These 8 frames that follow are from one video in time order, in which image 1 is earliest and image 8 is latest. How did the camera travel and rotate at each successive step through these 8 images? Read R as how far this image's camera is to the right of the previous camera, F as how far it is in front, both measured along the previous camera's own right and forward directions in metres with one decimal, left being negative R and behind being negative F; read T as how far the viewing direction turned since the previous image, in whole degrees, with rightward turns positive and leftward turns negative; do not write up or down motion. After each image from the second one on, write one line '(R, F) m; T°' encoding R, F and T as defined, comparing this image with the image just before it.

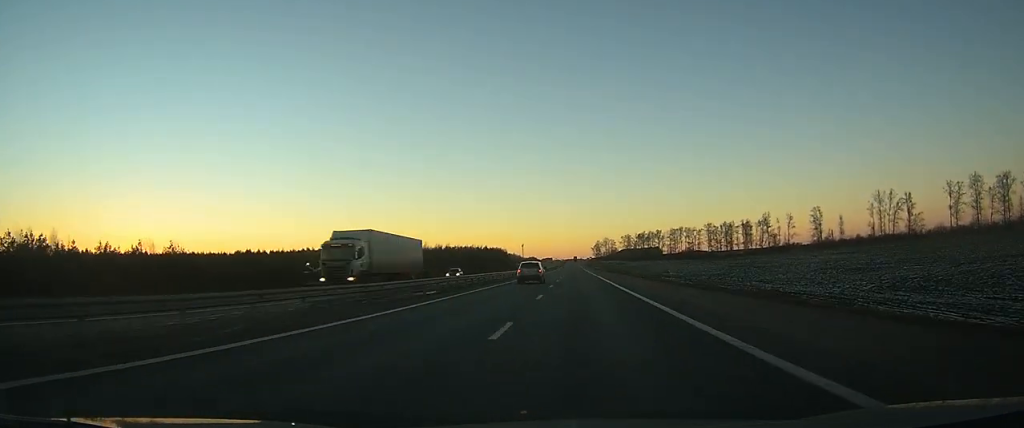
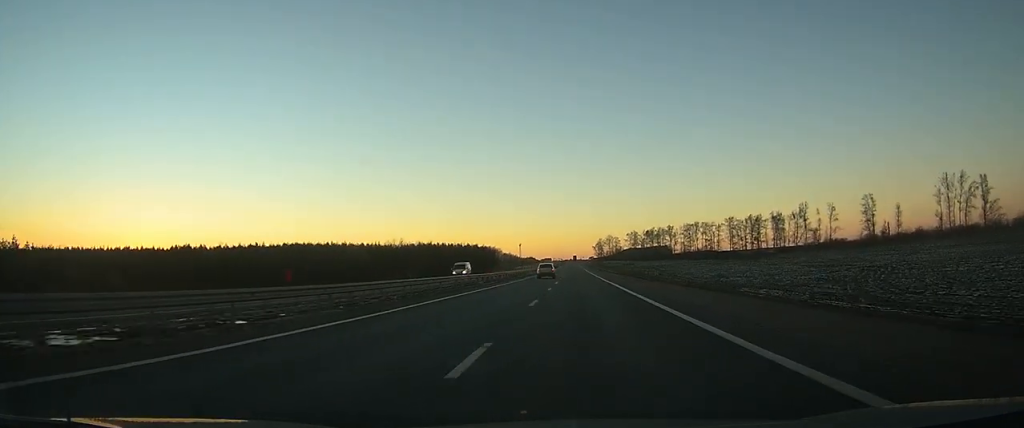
(+0.1, +44.3) m; 0°
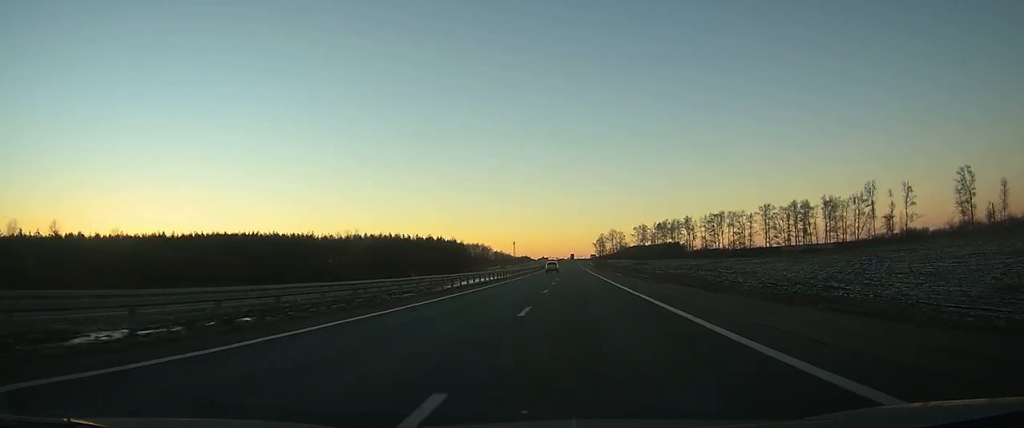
(-0.1, +53.0) m; 0°
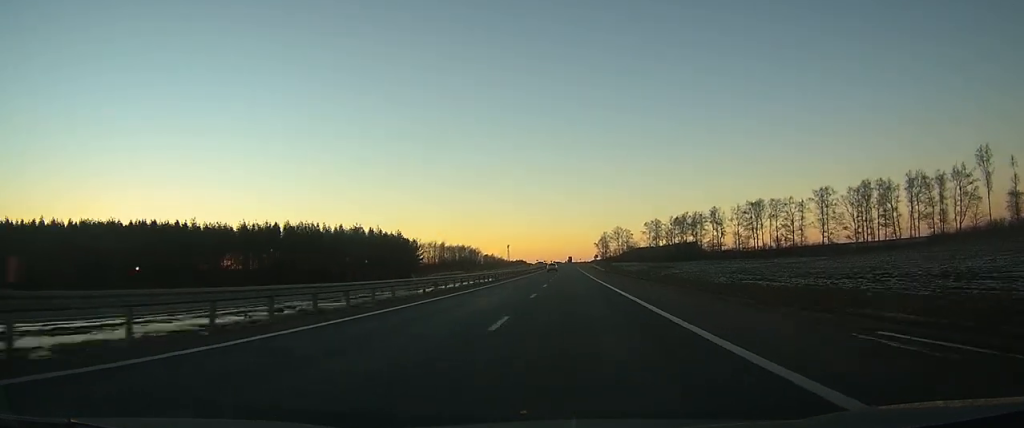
(-0.1, +55.4) m; 0°
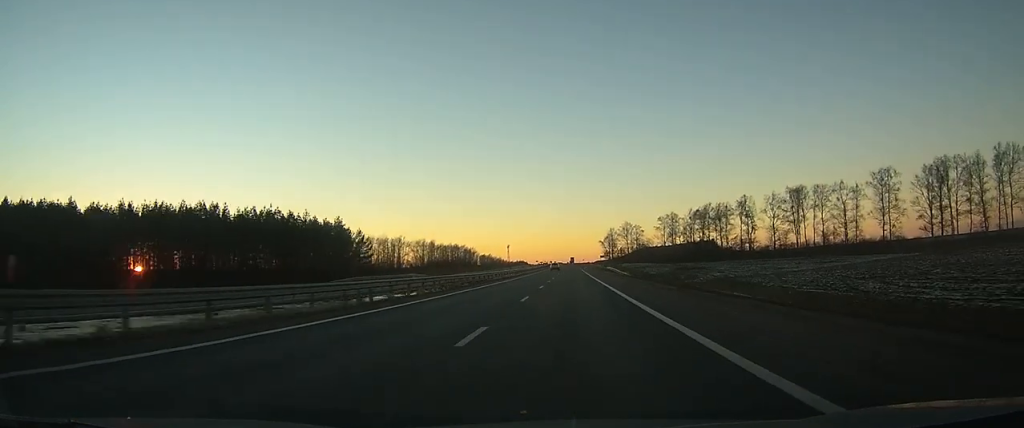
(0.0, +36.1) m; 0°
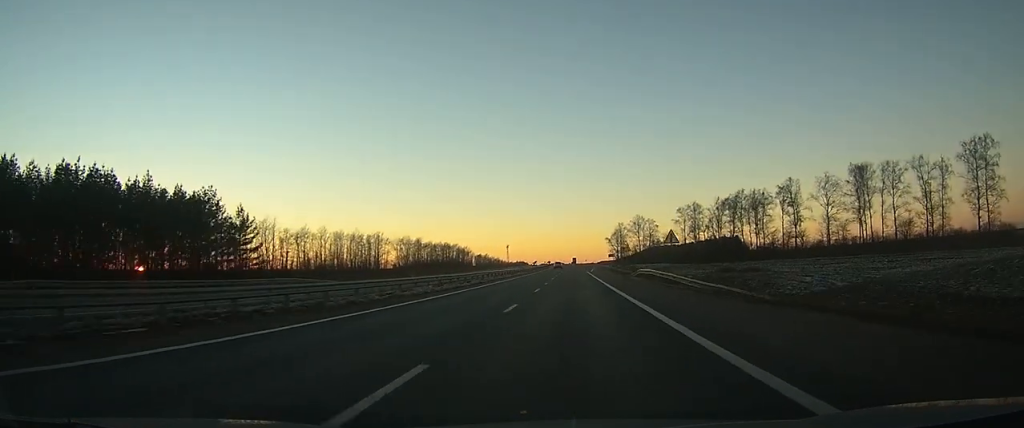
(0.0, +39.1) m; 0°
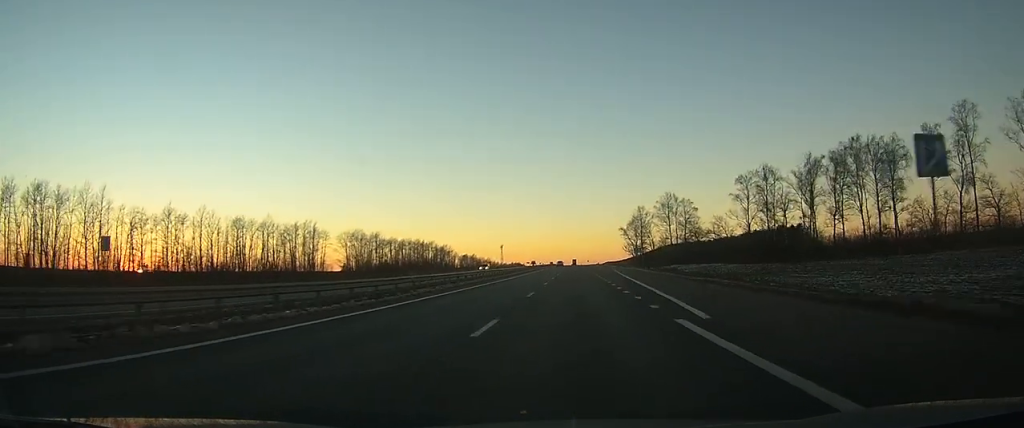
(0.0, +80.4) m; 0°
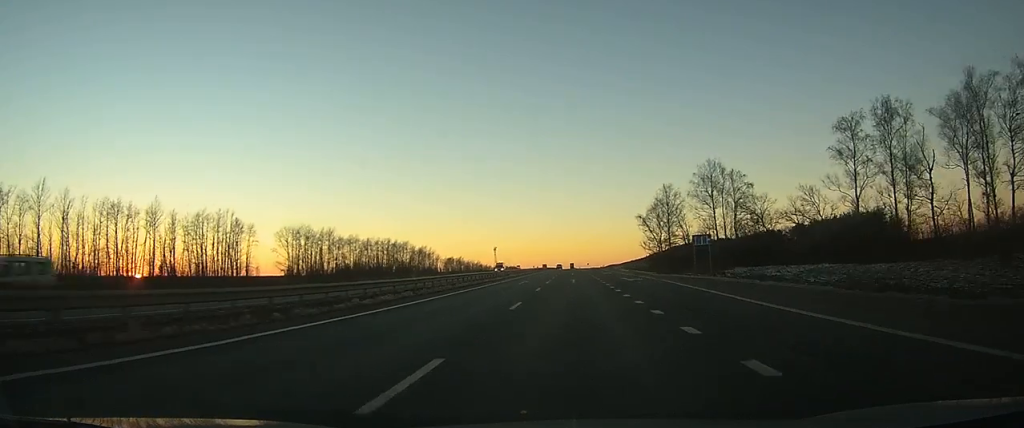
(0.0, +60.8) m; 0°
